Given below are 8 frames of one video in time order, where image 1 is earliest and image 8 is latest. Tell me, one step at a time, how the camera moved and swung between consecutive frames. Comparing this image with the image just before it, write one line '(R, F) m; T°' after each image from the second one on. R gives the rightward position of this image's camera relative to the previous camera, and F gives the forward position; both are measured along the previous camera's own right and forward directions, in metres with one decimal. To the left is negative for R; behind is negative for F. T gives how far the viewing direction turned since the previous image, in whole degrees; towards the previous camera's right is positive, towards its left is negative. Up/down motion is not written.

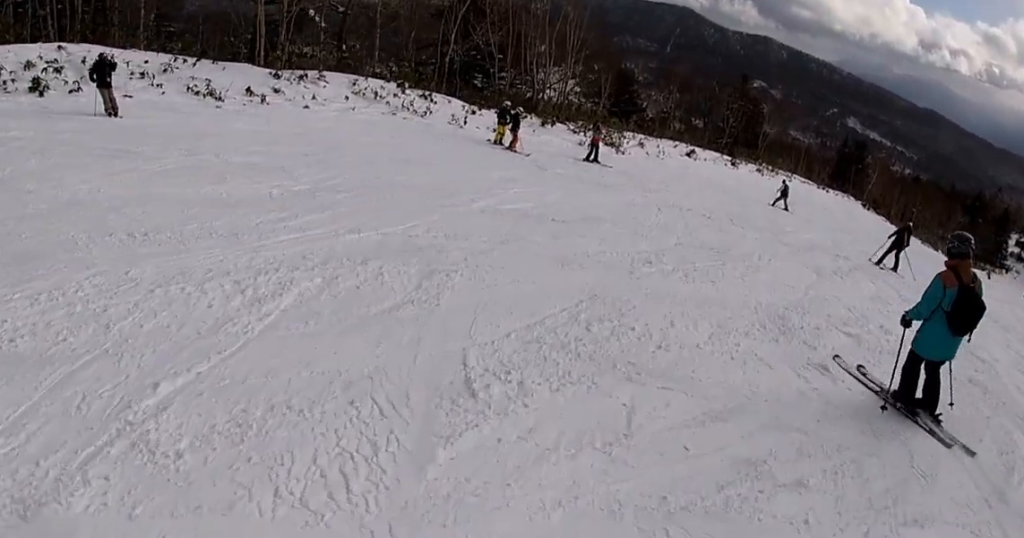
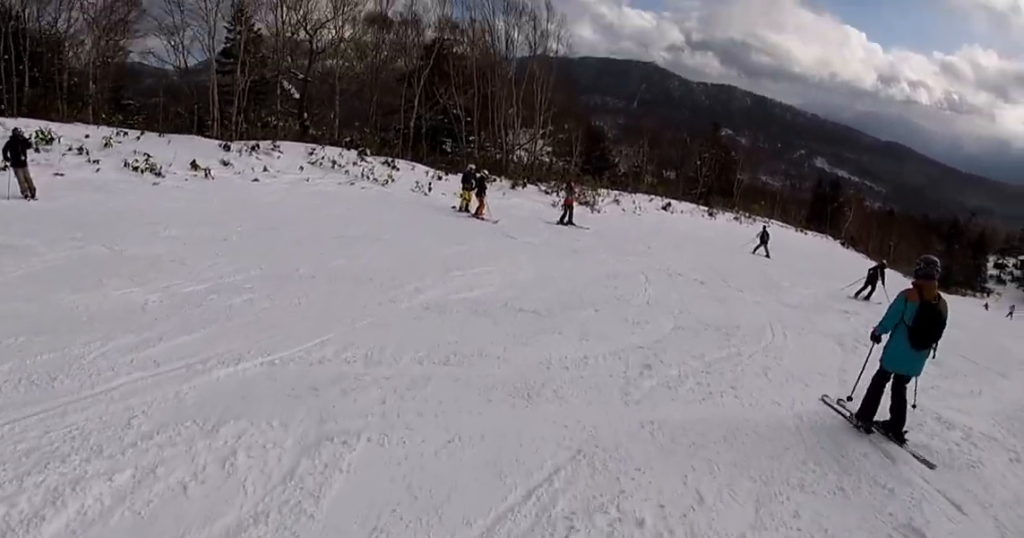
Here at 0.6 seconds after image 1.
(-0.4, +2.1) m; -2°
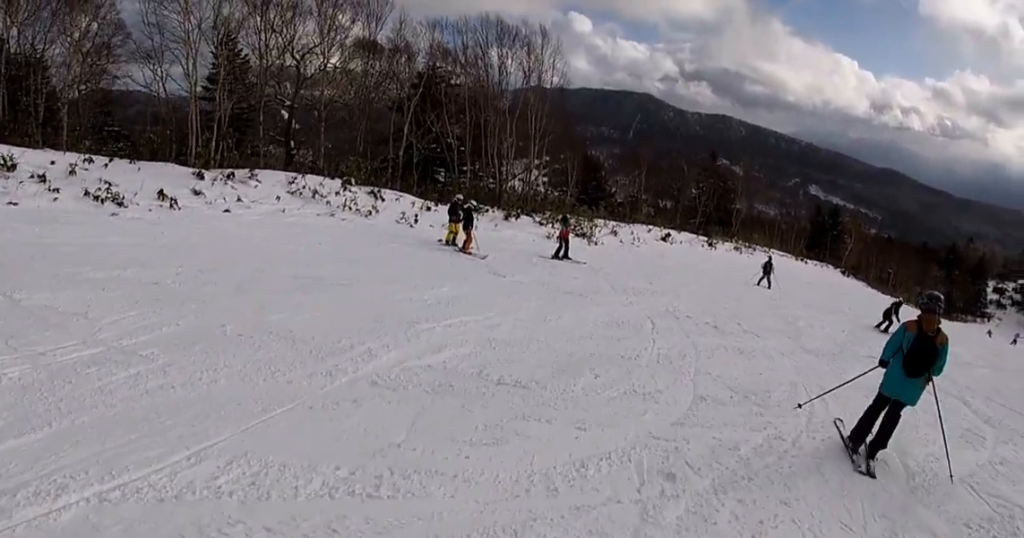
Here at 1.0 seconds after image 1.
(+0.4, +1.7) m; +9°
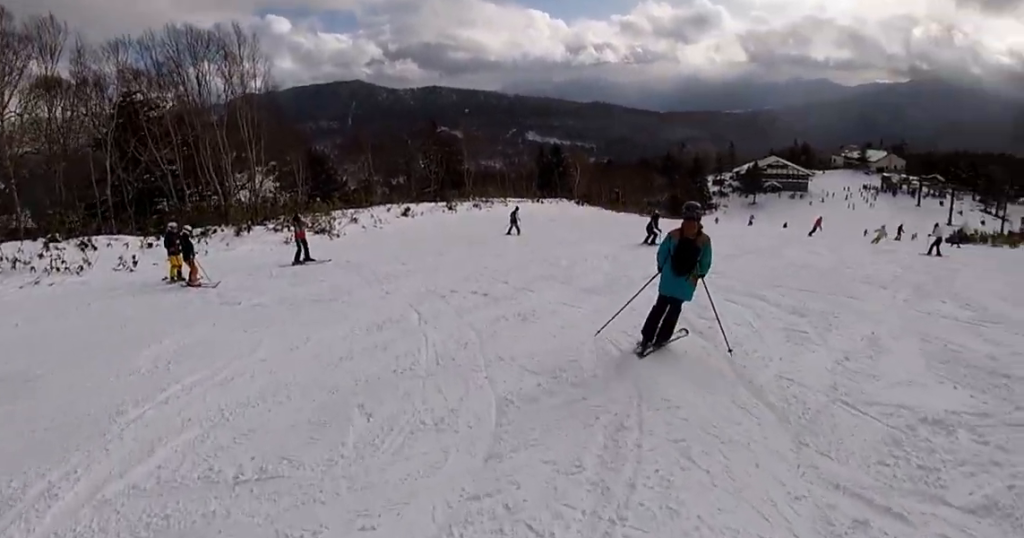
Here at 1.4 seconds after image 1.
(+0.2, +1.6) m; +7°
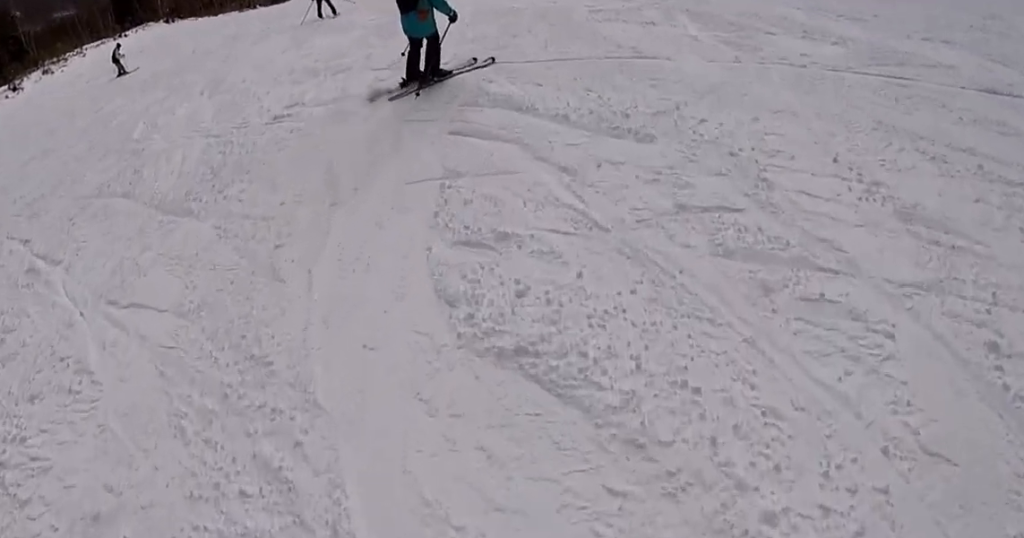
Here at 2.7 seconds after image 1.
(+0.8, +5.5) m; +22°
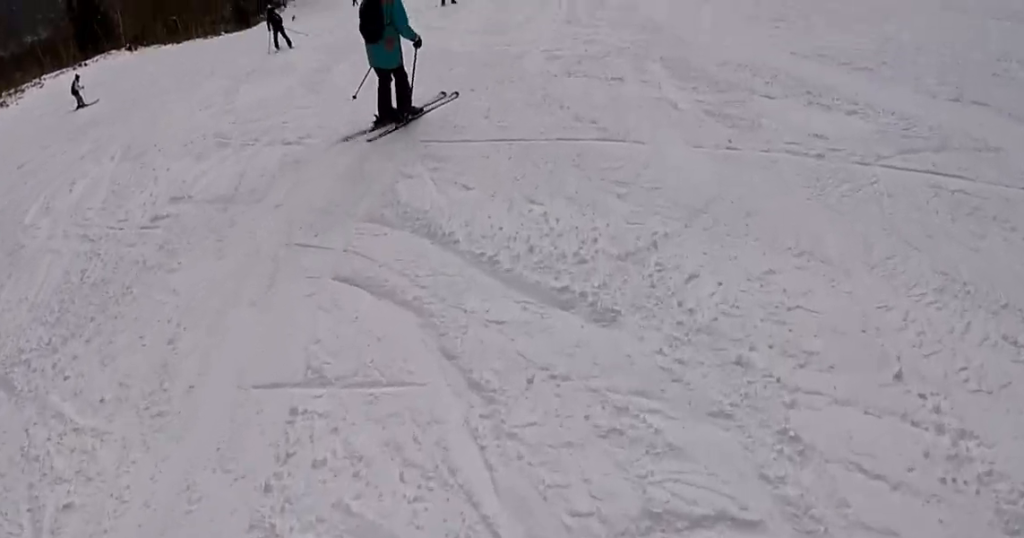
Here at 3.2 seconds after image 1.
(+0.3, +1.9) m; +9°
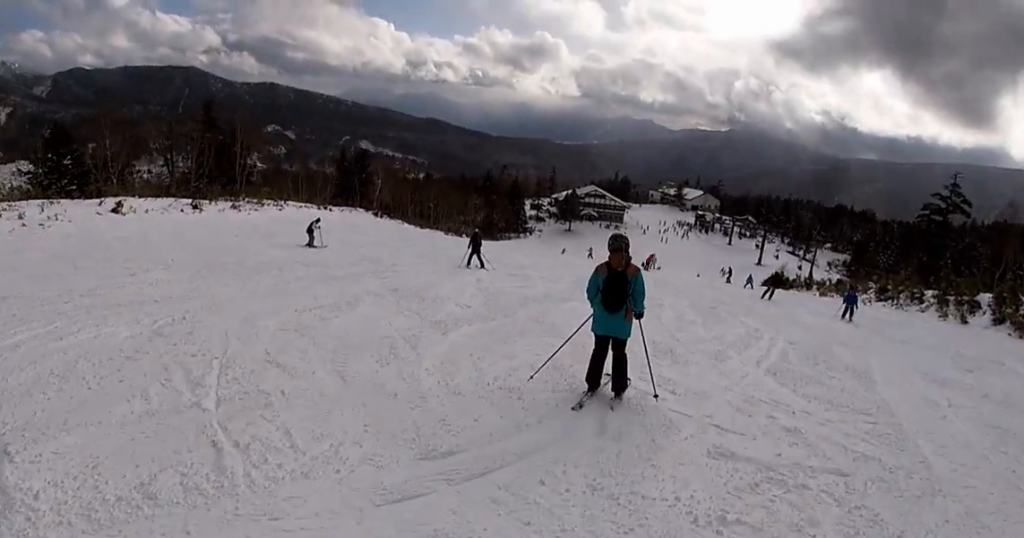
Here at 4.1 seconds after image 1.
(+0.4, +3.9) m; -10°
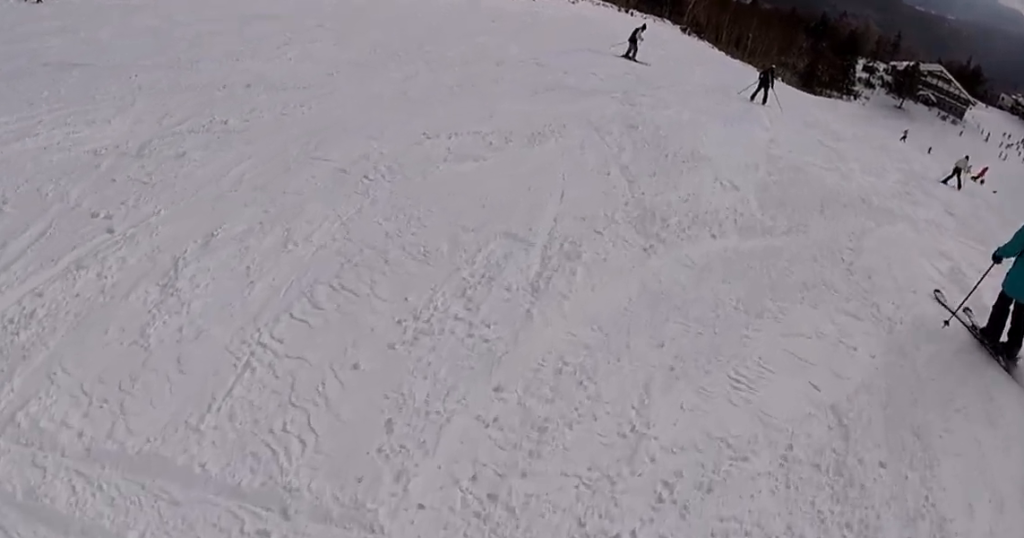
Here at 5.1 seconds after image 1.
(-1.1, +4.0) m; -28°
